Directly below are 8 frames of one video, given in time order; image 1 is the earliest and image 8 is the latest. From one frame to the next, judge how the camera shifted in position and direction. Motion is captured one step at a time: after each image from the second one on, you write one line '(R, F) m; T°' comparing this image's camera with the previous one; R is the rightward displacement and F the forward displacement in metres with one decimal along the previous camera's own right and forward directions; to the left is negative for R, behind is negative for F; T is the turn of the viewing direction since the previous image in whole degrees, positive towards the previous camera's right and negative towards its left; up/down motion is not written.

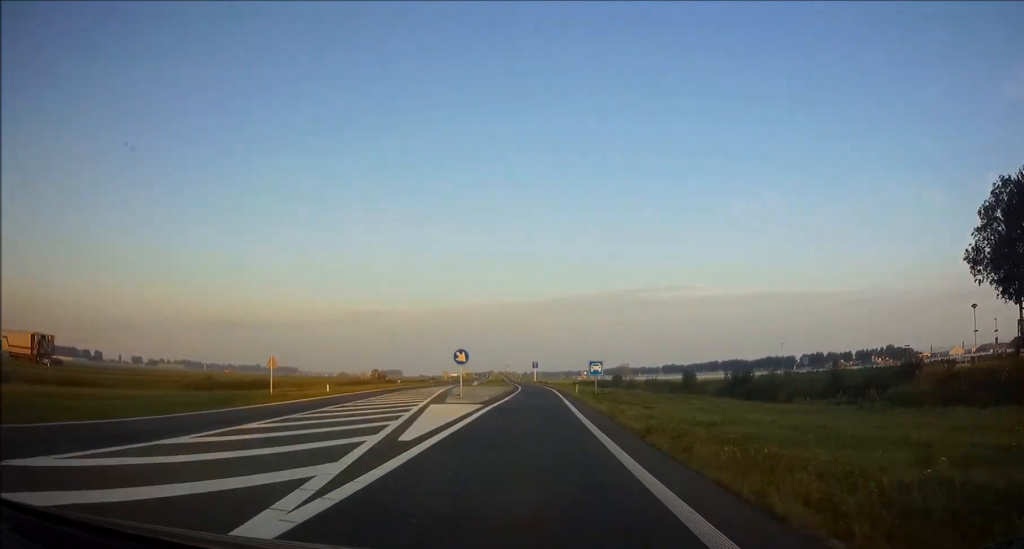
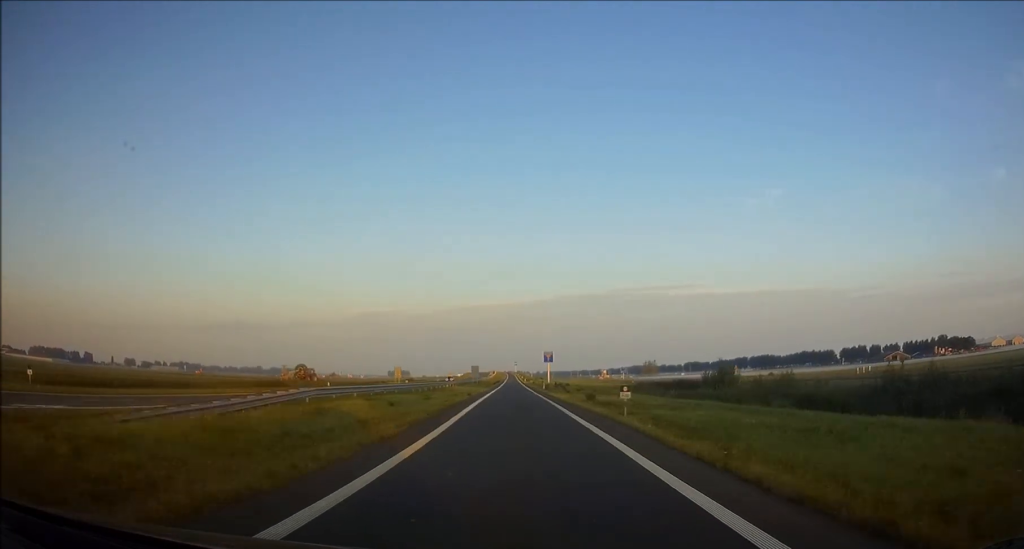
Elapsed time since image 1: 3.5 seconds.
(-0.1, +82.5) m; -1°
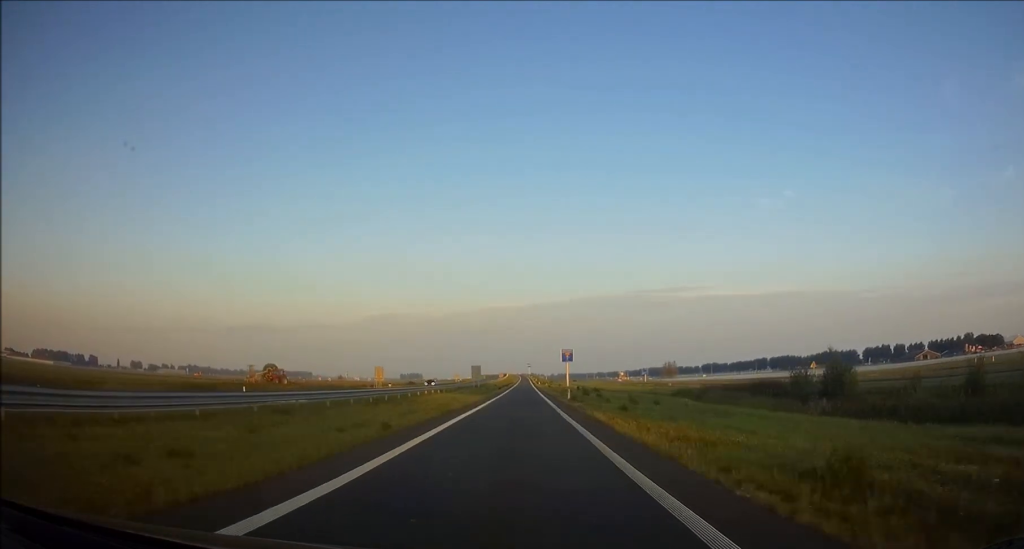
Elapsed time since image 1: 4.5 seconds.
(-0.1, +25.5) m; -1°
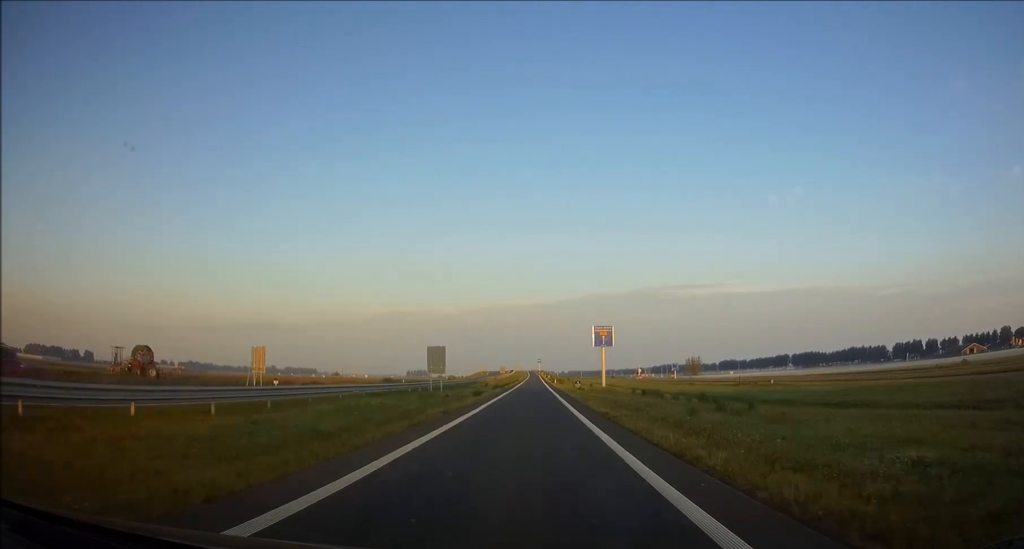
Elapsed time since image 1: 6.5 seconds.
(-0.6, +47.8) m; 0°
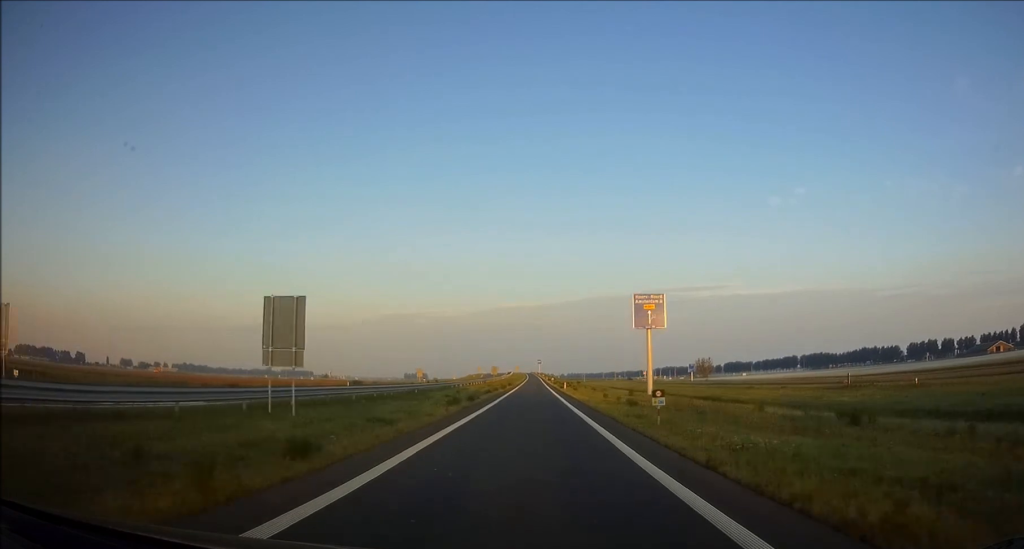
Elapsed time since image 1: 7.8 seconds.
(+0.1, +30.3) m; 0°
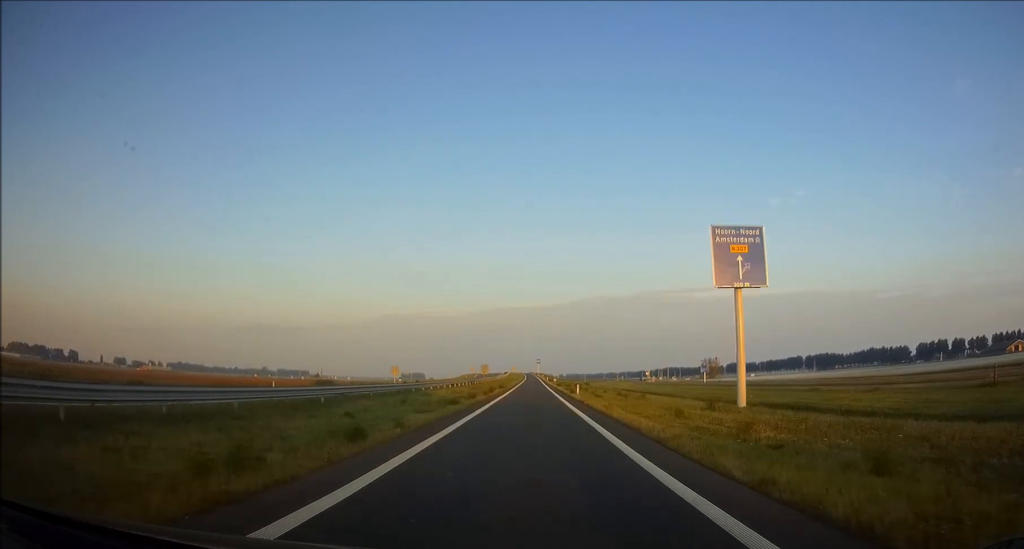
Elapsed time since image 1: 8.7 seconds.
(+0.1, +20.7) m; 0°
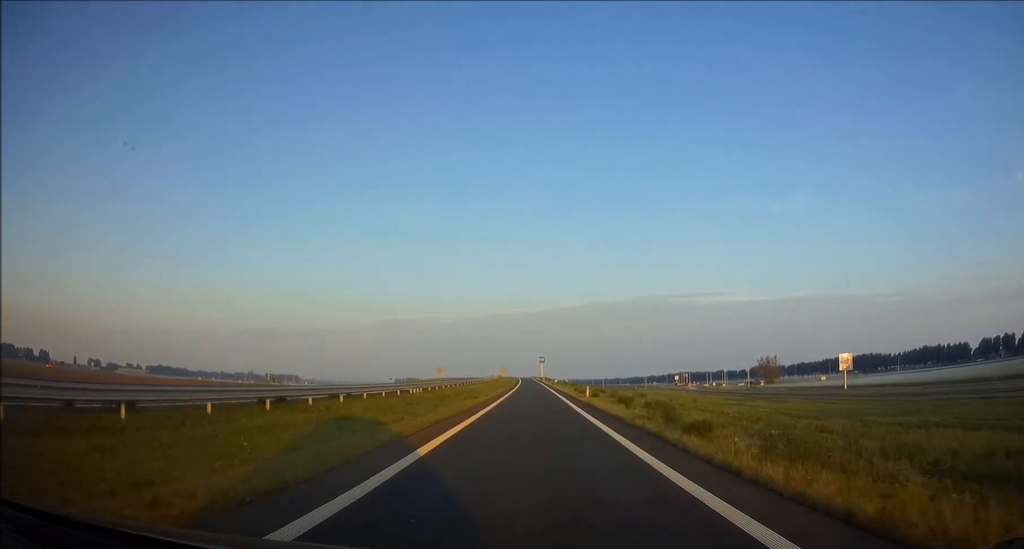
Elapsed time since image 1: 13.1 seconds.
(-0.7, +106.1) m; 0°
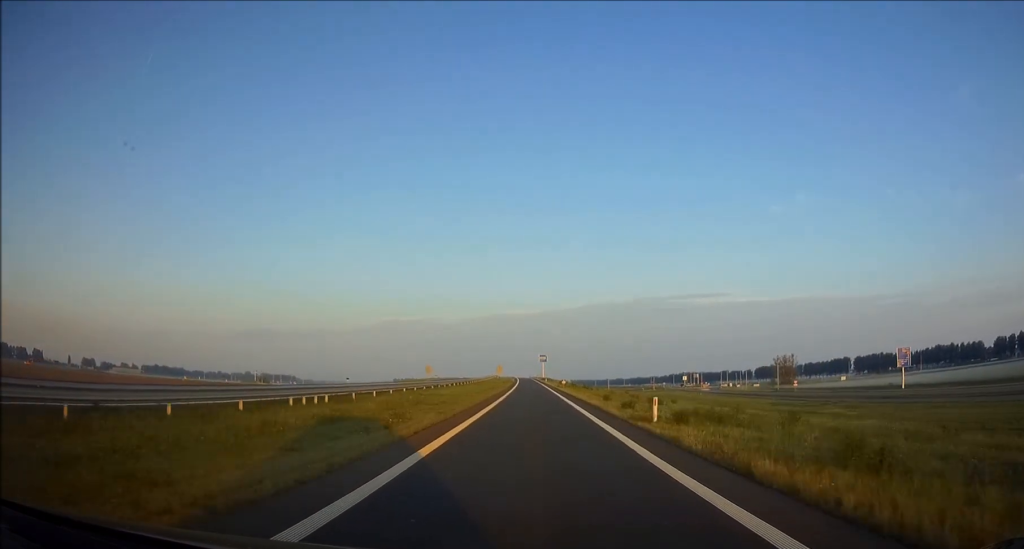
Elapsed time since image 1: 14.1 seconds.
(+0.1, +22.1) m; 0°
